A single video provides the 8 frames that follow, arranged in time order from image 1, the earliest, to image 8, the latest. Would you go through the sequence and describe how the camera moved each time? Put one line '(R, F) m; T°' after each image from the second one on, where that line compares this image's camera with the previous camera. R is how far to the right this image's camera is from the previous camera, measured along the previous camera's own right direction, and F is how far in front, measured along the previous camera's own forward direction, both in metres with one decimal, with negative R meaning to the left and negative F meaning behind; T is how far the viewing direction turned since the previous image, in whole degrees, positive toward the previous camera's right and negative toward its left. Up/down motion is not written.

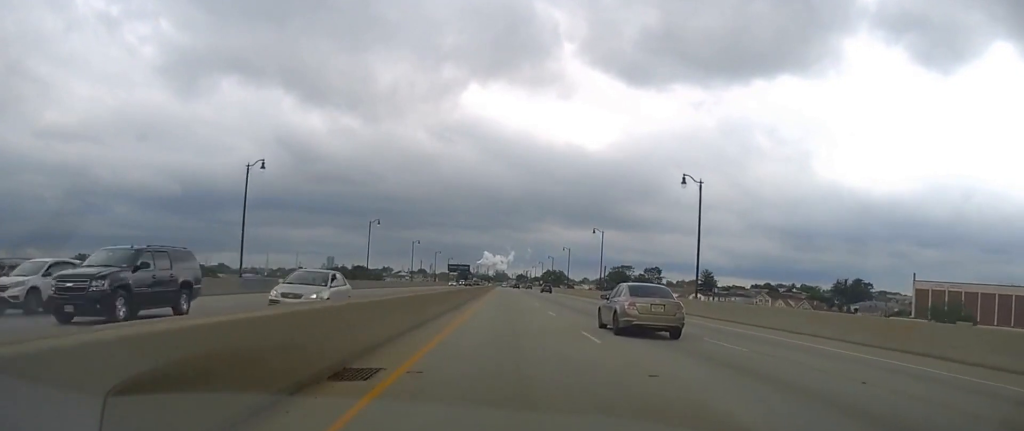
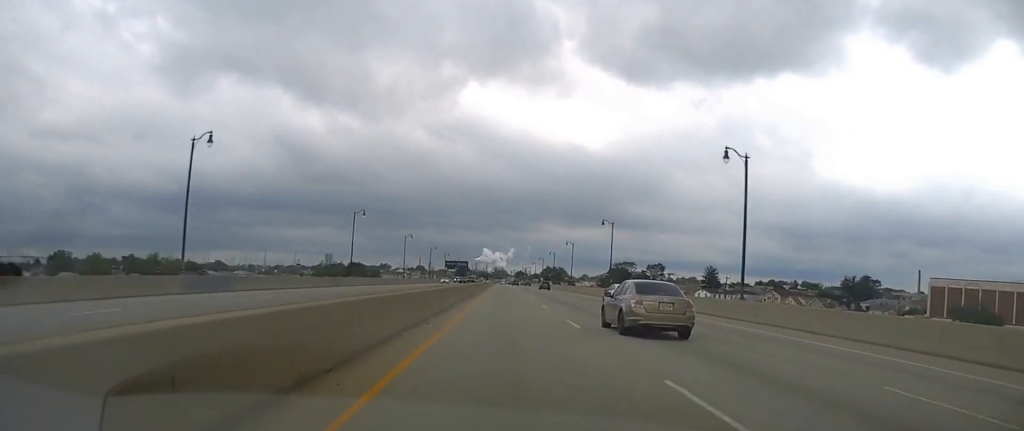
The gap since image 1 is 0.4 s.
(0.0, +9.4) m; 0°
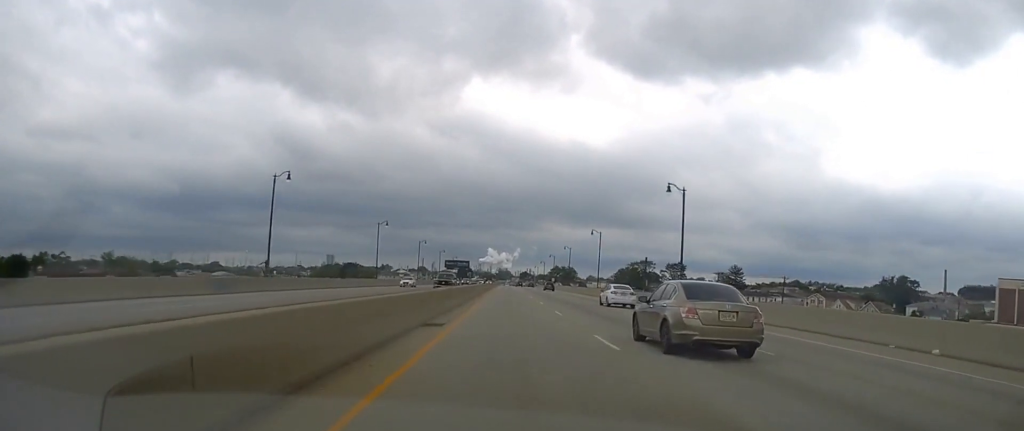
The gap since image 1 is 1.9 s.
(+0.1, +32.0) m; 0°
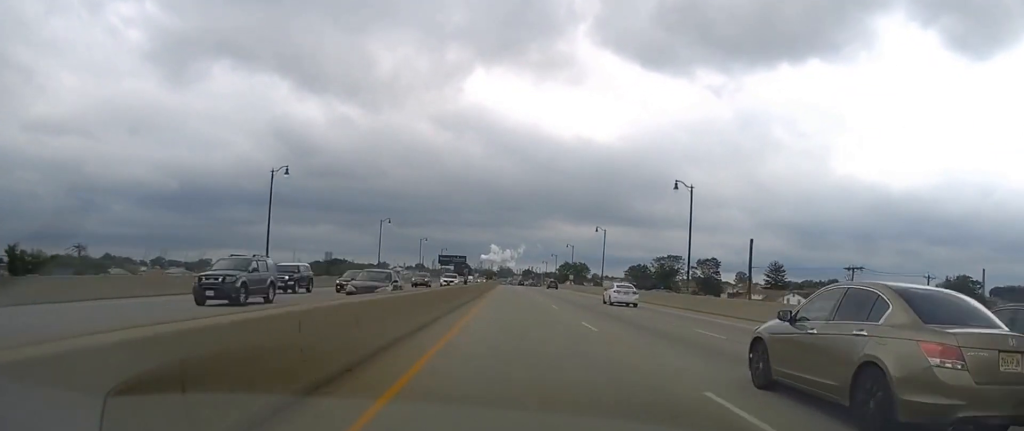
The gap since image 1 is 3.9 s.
(-0.3, +46.6) m; 0°
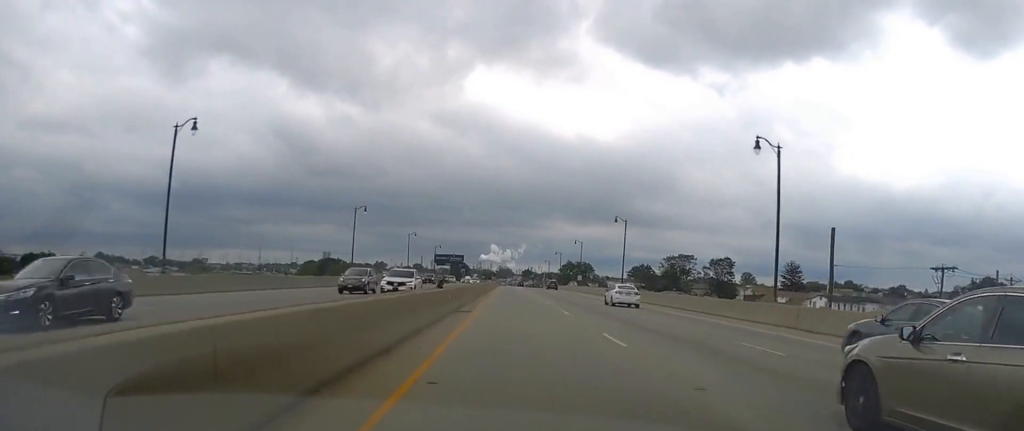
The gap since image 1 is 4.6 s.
(0.0, +17.0) m; 0°
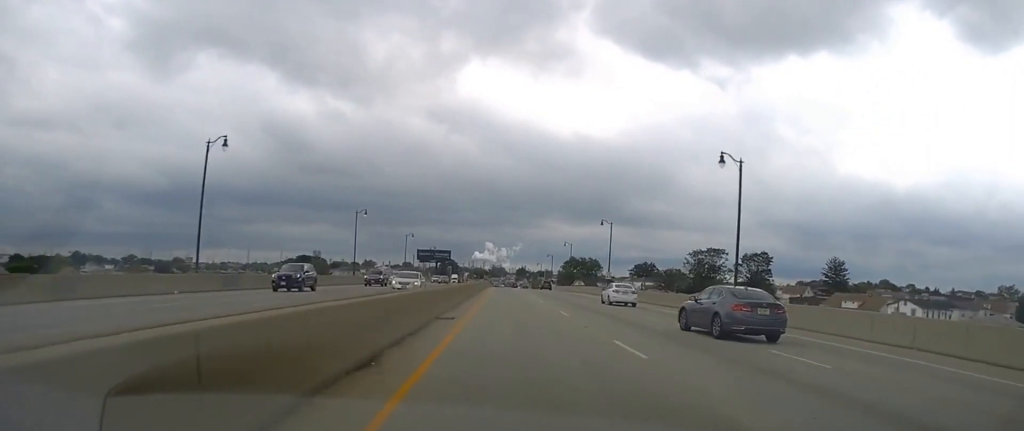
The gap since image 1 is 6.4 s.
(0.0, +41.3) m; 0°
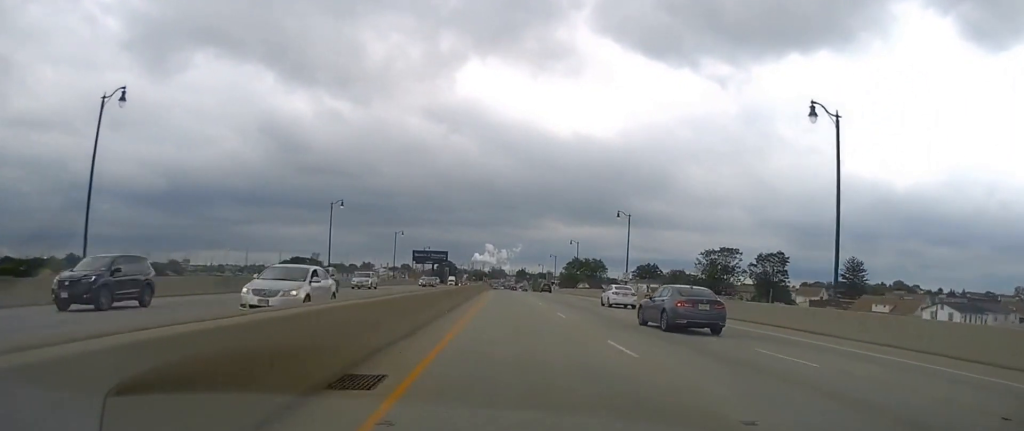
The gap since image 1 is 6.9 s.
(0.0, +12.6) m; 0°
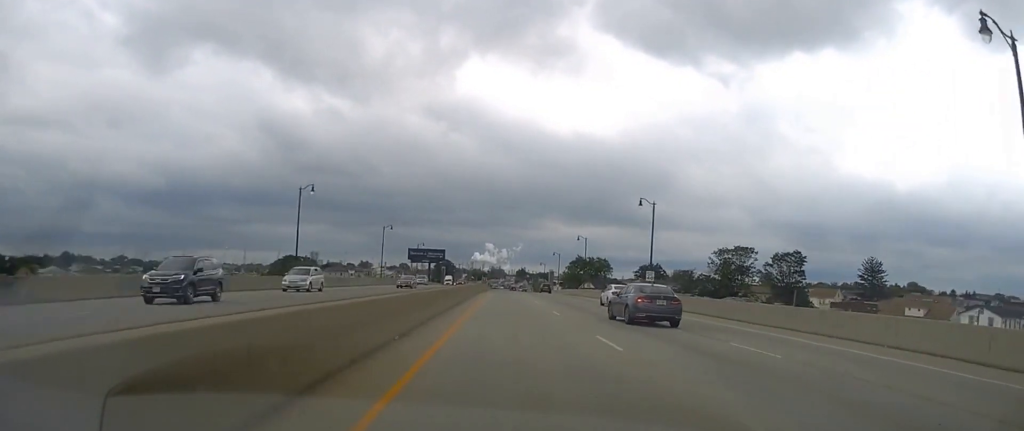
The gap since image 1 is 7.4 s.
(0.0, +11.9) m; 0°
